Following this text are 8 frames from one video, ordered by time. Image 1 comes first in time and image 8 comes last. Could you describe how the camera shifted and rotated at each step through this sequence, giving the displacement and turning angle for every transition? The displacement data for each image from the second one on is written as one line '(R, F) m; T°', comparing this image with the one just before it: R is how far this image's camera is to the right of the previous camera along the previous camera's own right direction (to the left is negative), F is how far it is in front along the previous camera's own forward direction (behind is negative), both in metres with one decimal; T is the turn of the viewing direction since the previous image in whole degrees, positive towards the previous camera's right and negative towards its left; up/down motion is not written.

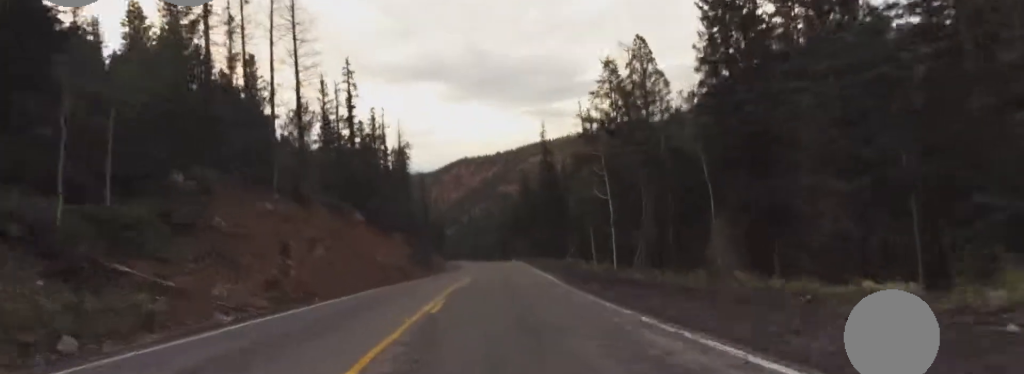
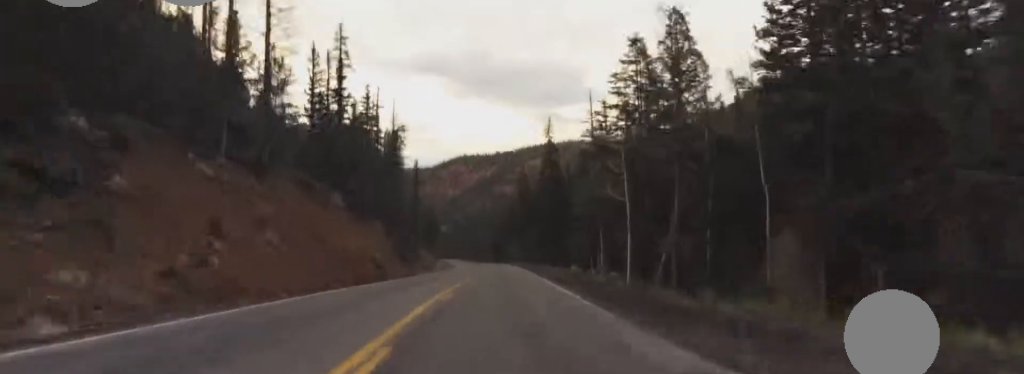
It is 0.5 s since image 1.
(+0.5, +8.3) m; +1°
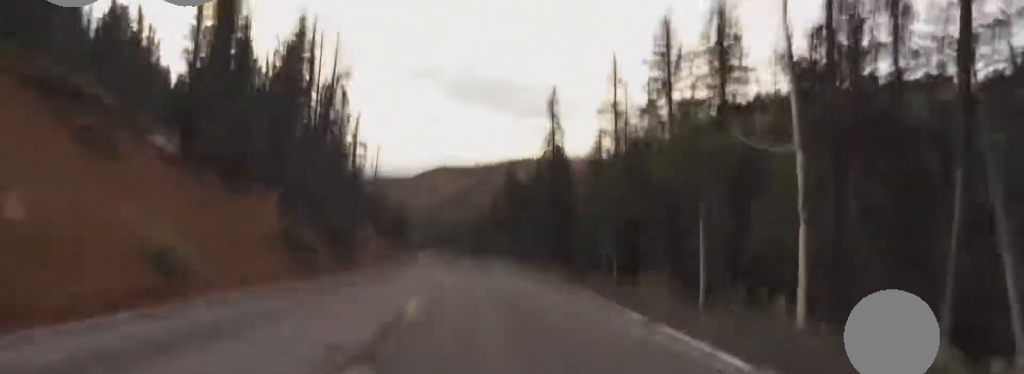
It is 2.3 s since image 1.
(+1.1, +29.3) m; +4°
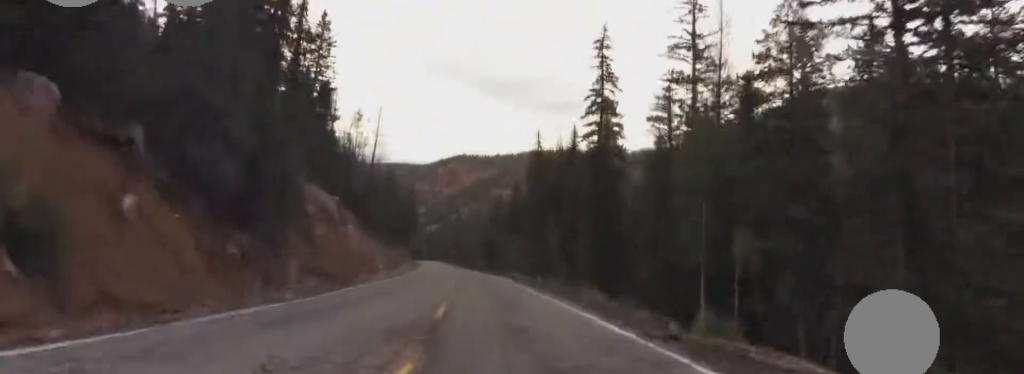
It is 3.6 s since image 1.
(+0.2, +21.3) m; -2°
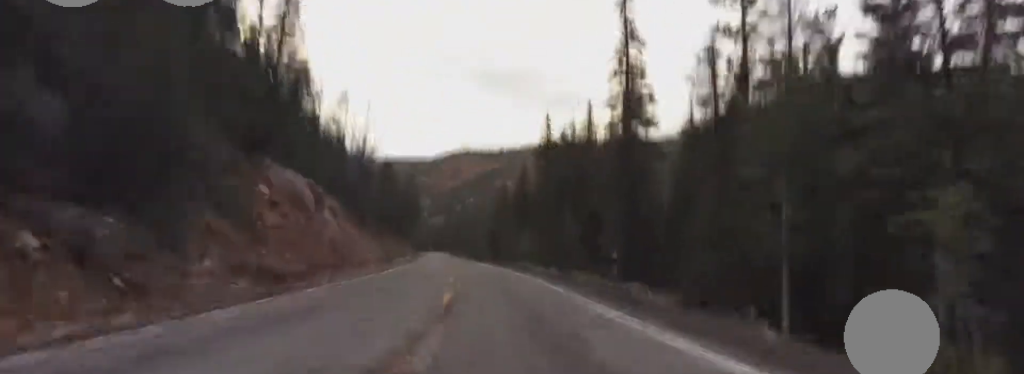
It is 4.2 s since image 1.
(-0.2, +10.4) m; -1°
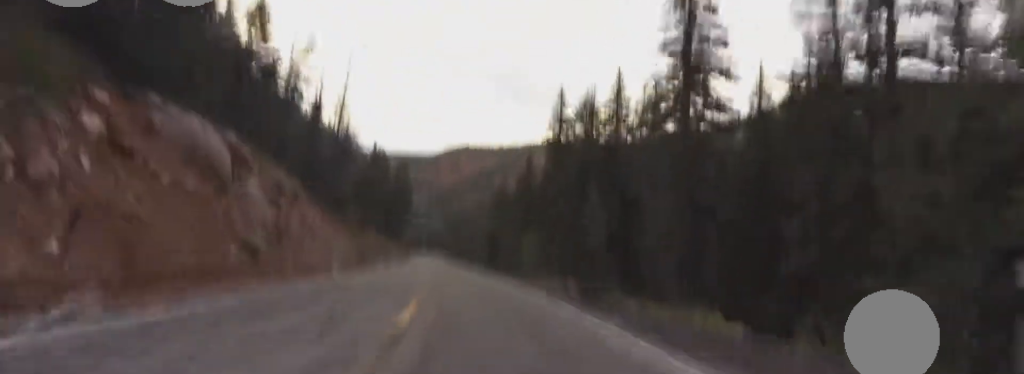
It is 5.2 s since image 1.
(-0.1, +15.3) m; -1°
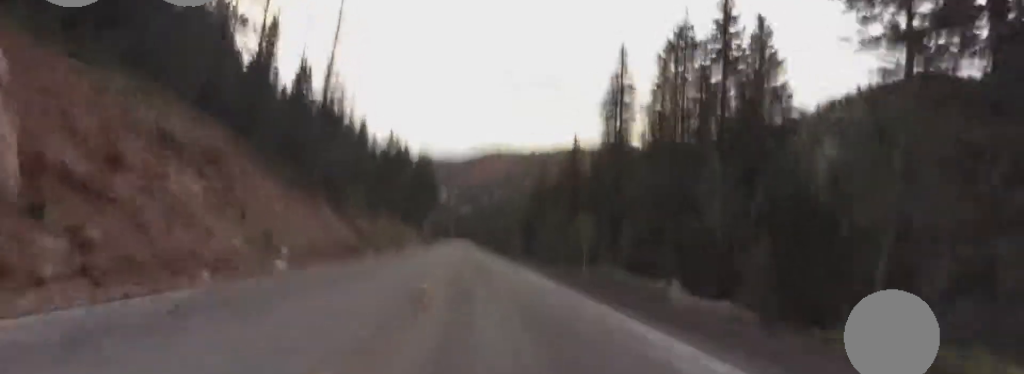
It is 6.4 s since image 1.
(-0.4, +20.7) m; -1°
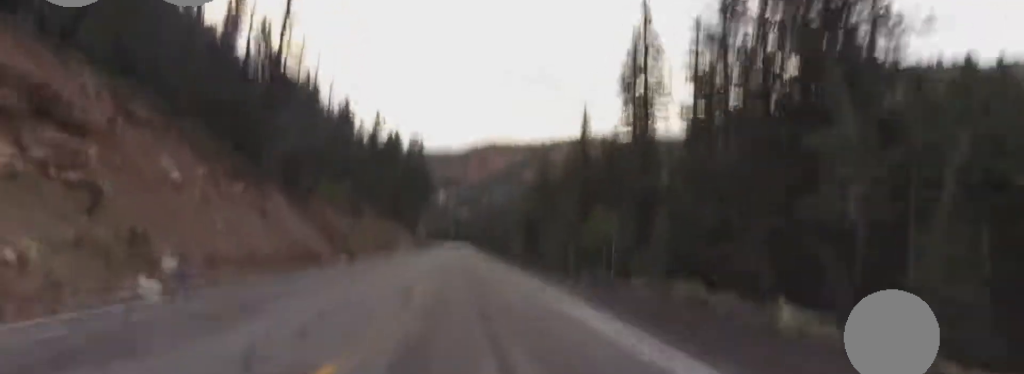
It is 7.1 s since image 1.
(-0.5, +11.2) m; +1°
